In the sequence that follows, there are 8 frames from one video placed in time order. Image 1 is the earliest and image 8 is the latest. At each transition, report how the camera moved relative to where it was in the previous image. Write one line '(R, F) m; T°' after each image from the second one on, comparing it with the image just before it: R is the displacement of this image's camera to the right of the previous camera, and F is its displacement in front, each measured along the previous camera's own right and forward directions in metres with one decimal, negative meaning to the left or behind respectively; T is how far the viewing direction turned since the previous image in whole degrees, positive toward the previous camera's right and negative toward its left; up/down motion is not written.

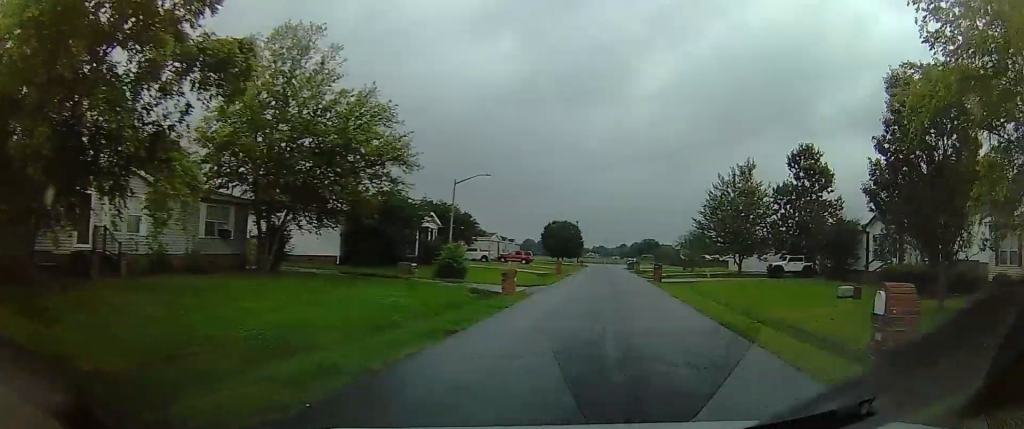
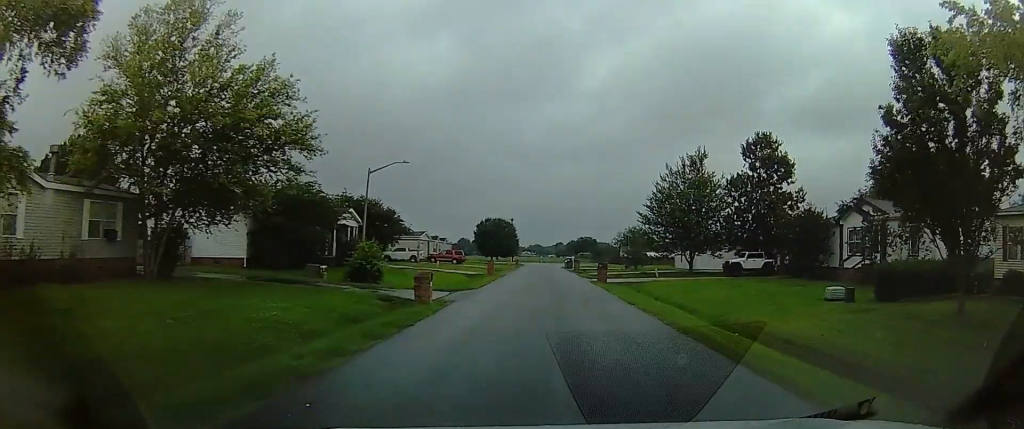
(-0.7, +4.2) m; +7°
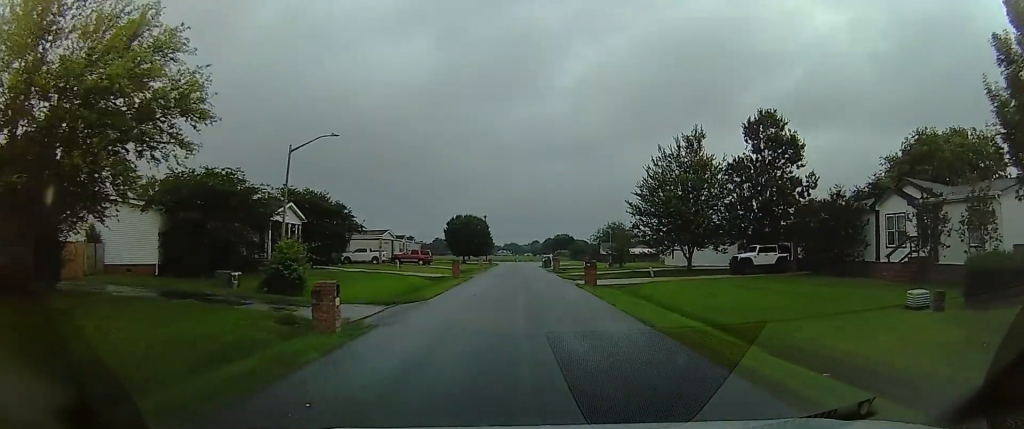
(+0.7, +6.1) m; +7°
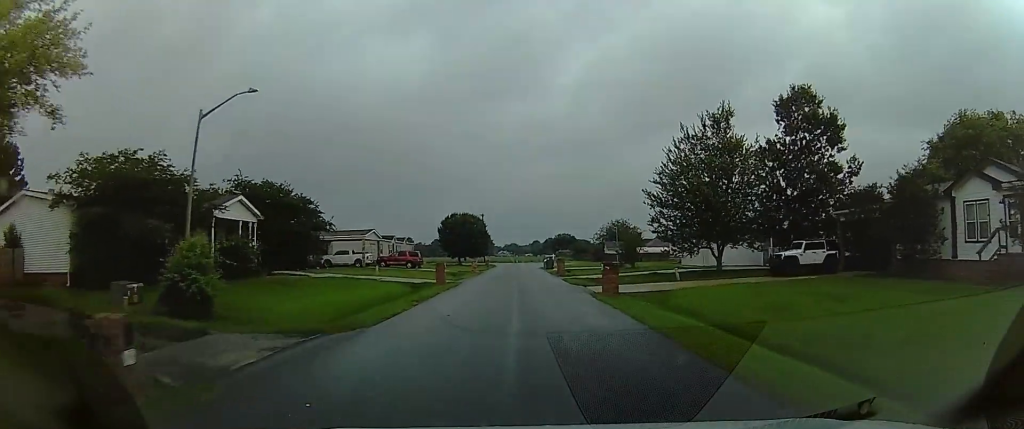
(+1.4, +6.0) m; +4°
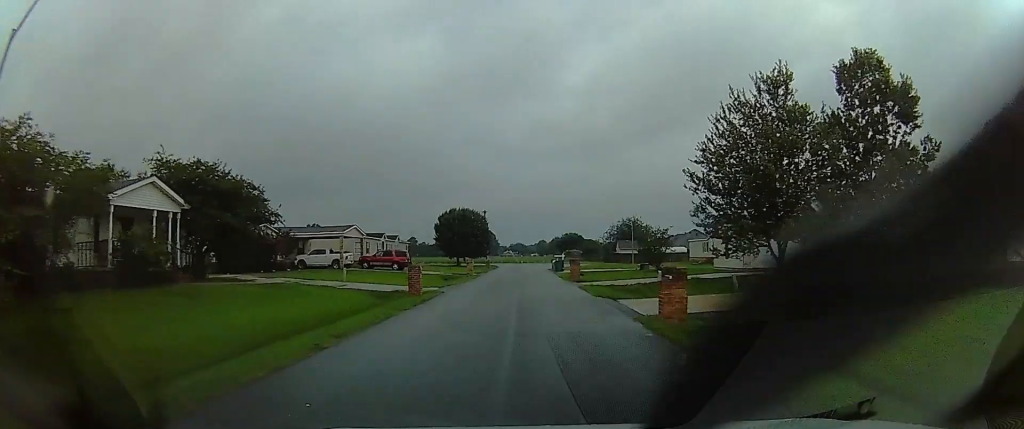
(-1.0, +8.6) m; -5°
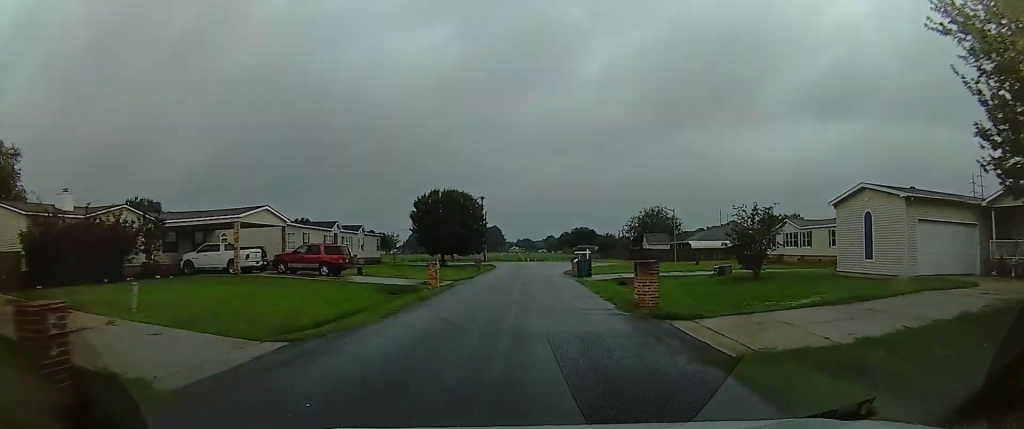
(-0.8, +19.3) m; -3°
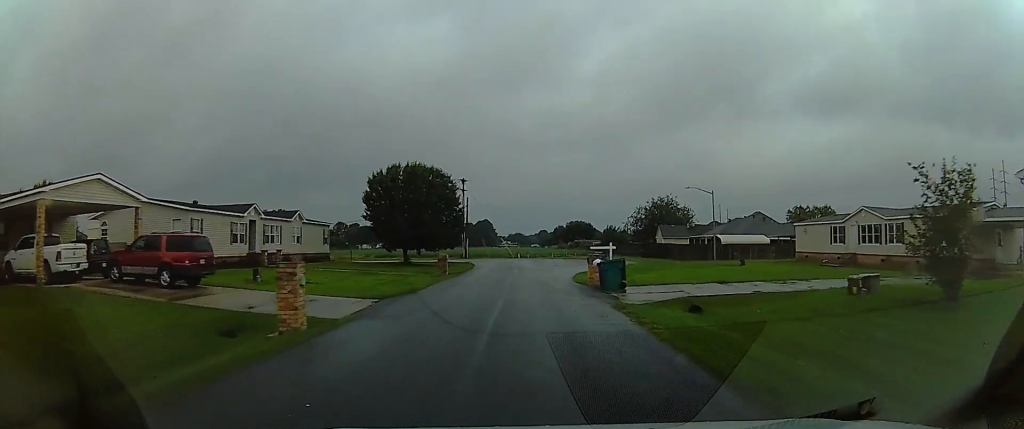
(0.0, +15.2) m; 0°
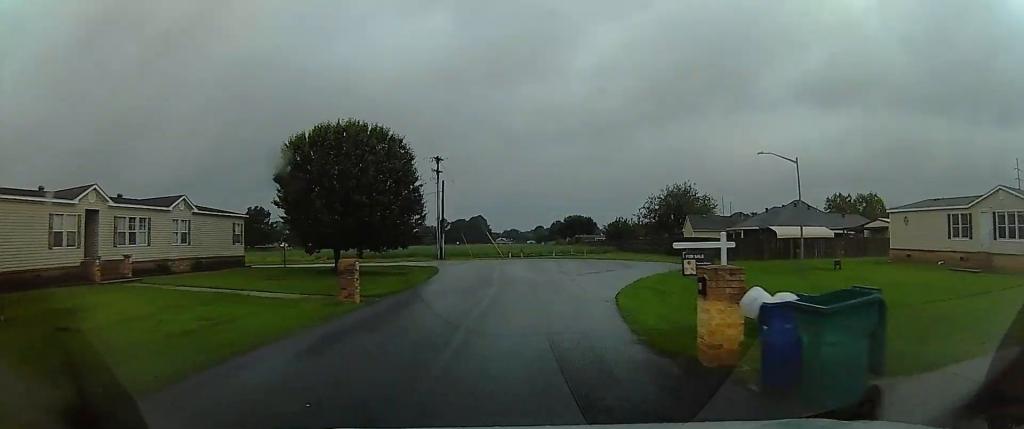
(0.0, +16.4) m; 0°
